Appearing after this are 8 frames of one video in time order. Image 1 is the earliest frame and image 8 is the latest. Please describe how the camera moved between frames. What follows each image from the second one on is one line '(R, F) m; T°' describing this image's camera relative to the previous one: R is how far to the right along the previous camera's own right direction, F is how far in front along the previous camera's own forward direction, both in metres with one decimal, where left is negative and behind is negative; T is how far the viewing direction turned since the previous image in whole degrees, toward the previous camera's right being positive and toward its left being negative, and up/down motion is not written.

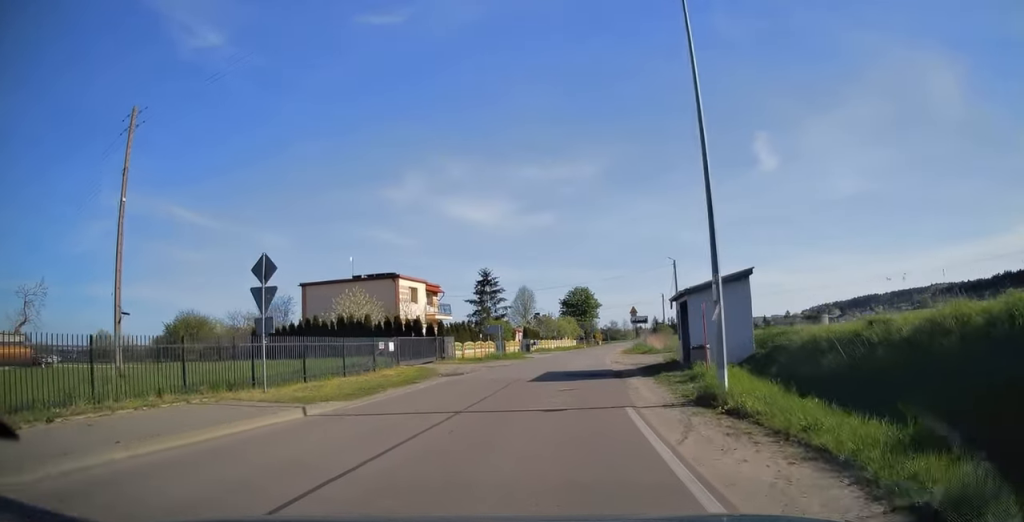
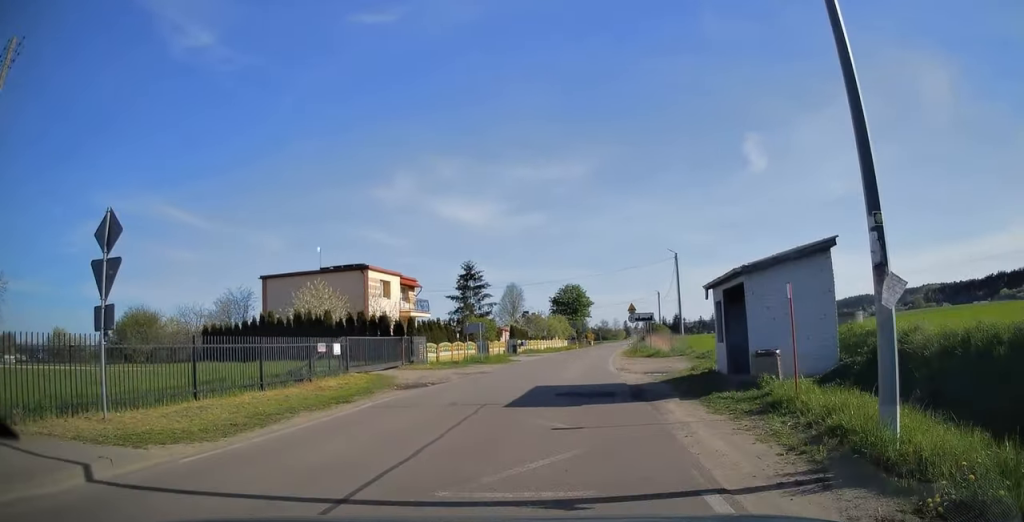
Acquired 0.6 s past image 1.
(0.0, +5.9) m; +1°
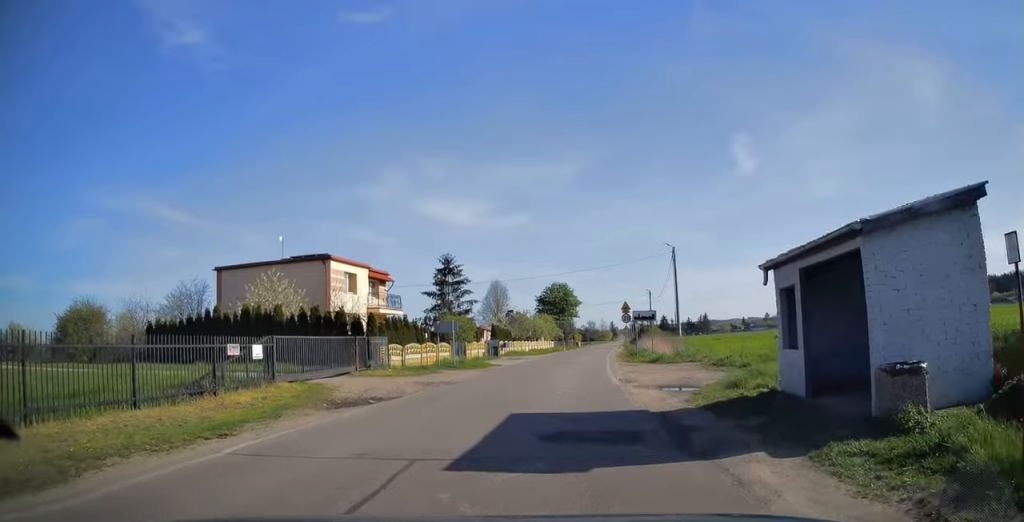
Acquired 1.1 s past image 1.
(+0.1, +5.1) m; +1°
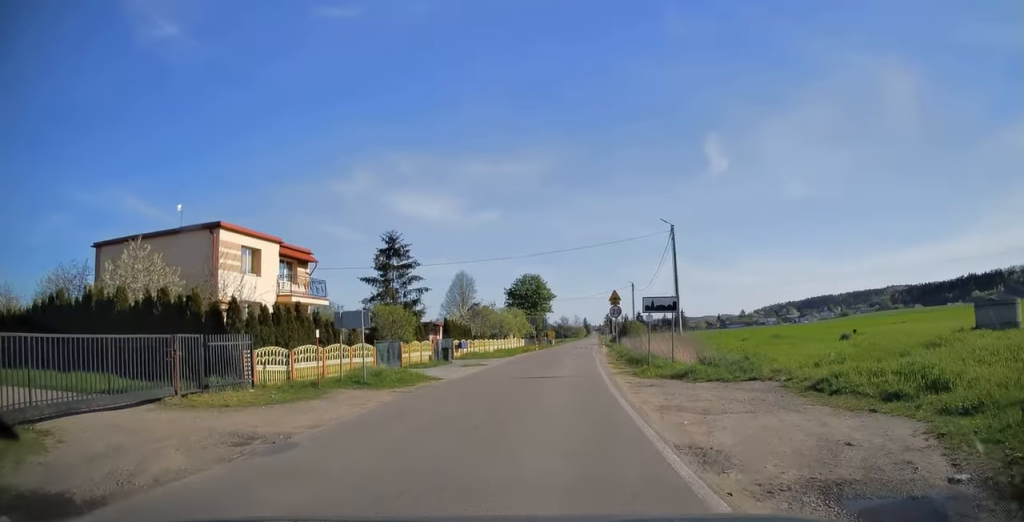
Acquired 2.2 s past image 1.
(+0.2, +10.9) m; +2°
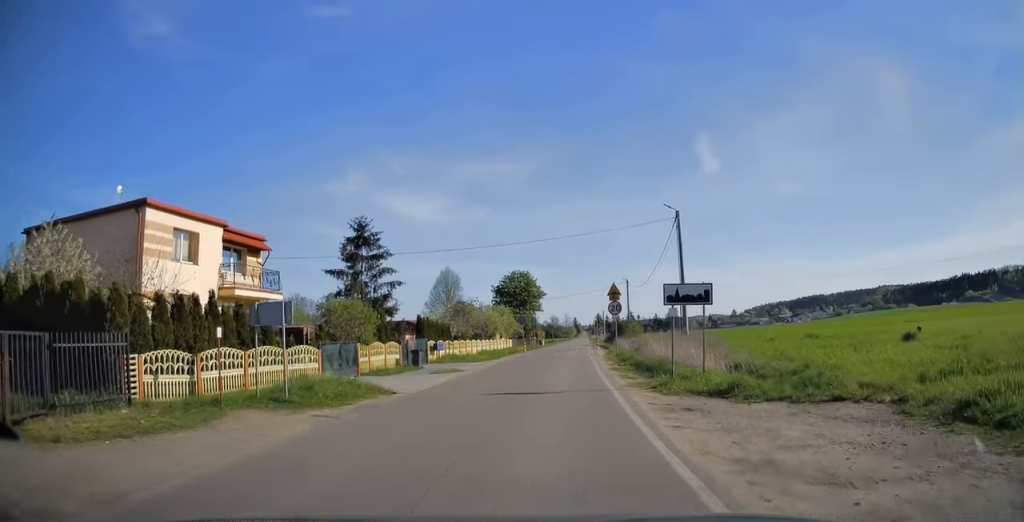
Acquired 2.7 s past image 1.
(+0.1, +5.3) m; +1°
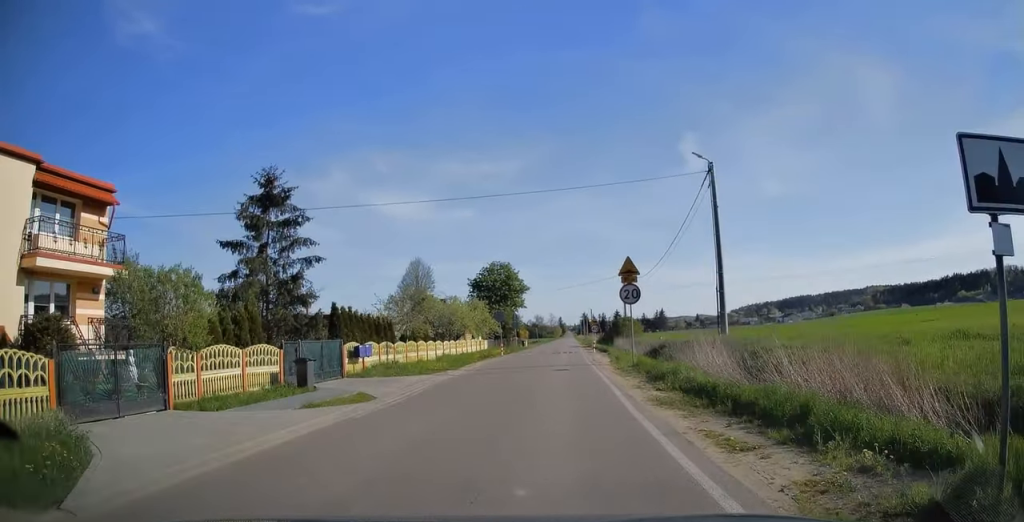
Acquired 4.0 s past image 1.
(+0.2, +11.8) m; +2°
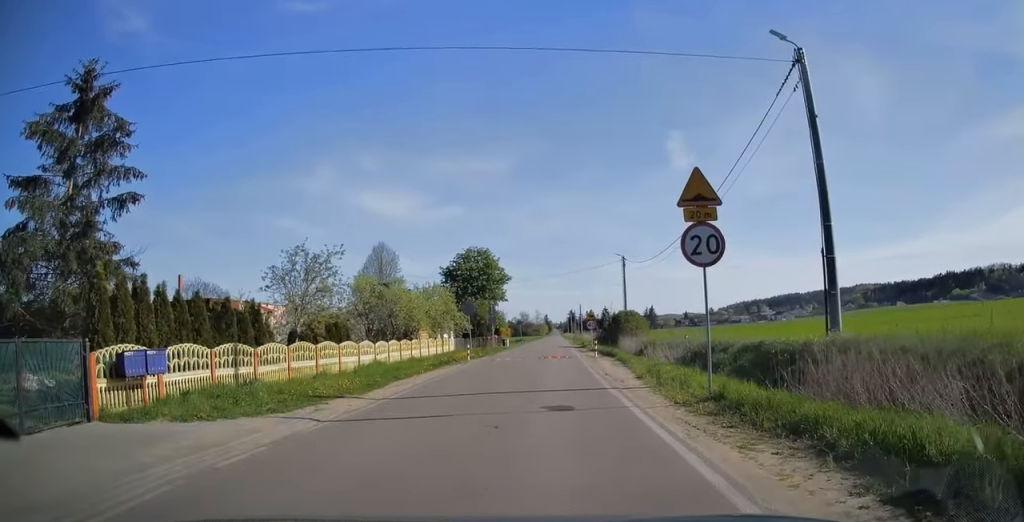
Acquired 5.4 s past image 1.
(+0.3, +12.7) m; +2°
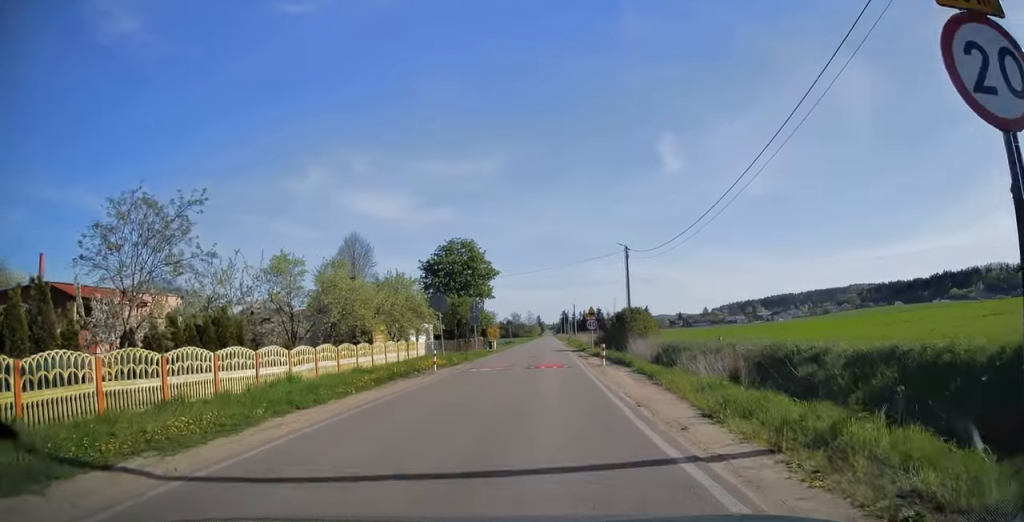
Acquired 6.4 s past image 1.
(0.0, +8.0) m; 0°
